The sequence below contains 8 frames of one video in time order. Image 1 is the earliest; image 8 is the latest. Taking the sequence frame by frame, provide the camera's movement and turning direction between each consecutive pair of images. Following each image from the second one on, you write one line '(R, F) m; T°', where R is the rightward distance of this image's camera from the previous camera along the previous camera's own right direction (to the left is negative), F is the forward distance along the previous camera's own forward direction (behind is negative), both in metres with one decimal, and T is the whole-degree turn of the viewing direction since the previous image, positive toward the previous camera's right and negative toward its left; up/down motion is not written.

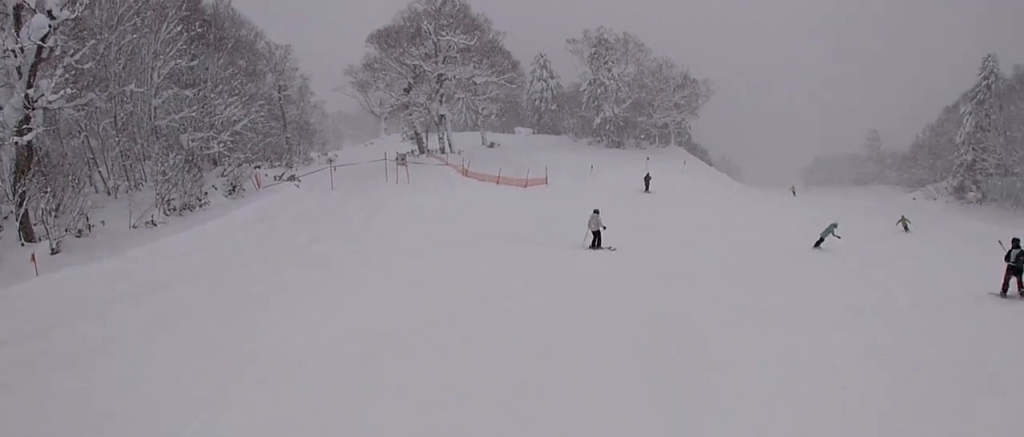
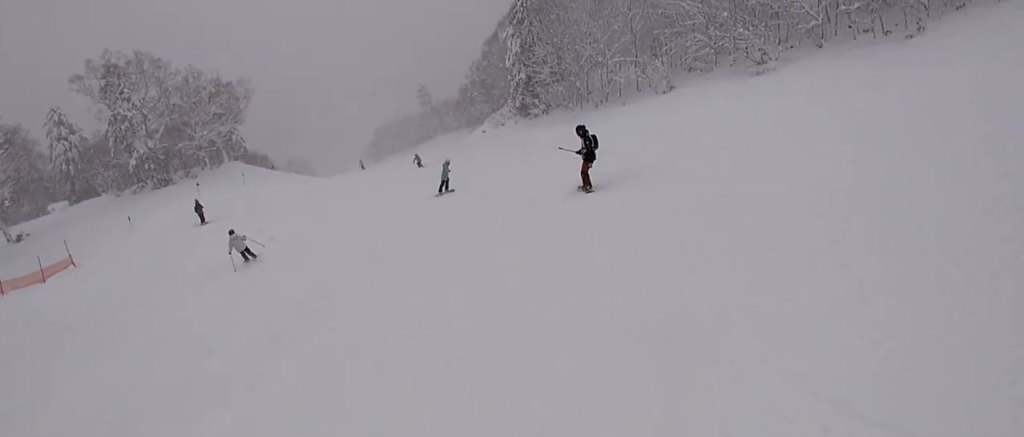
(+1.5, +6.7) m; +22°
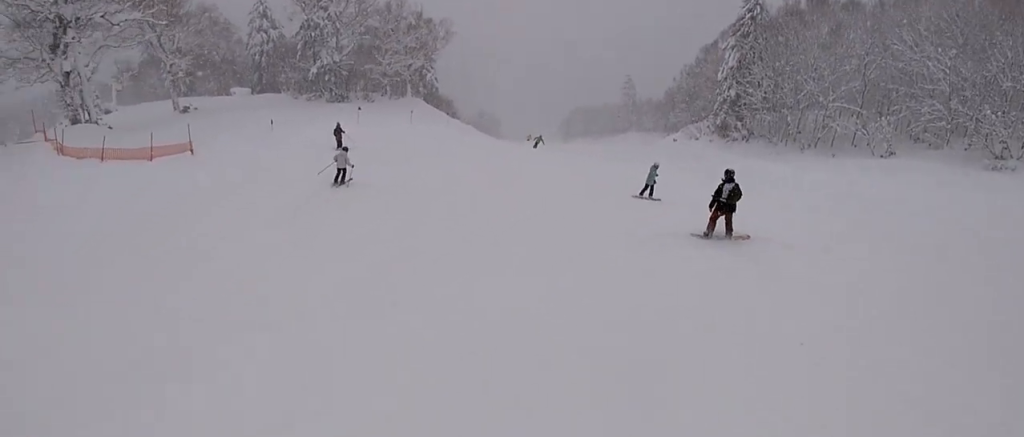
(+0.6, +5.0) m; -7°
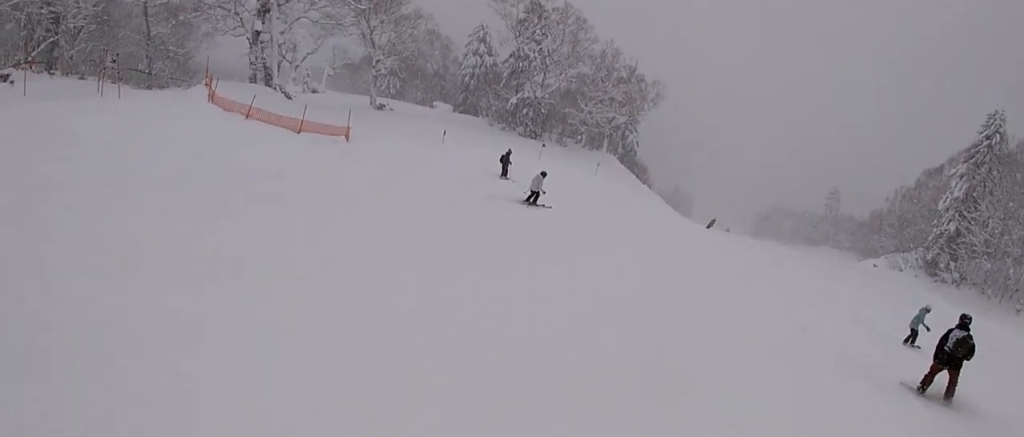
(-0.3, +4.4) m; -22°
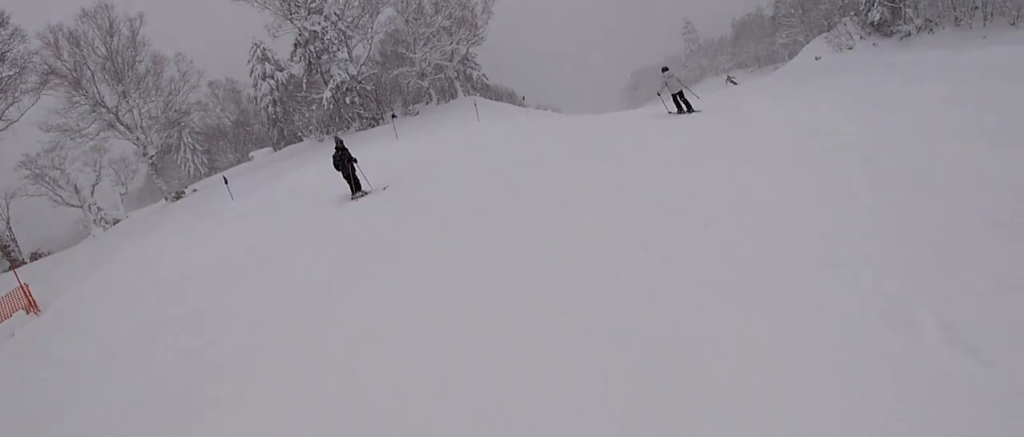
(-0.8, +13.2) m; +23°
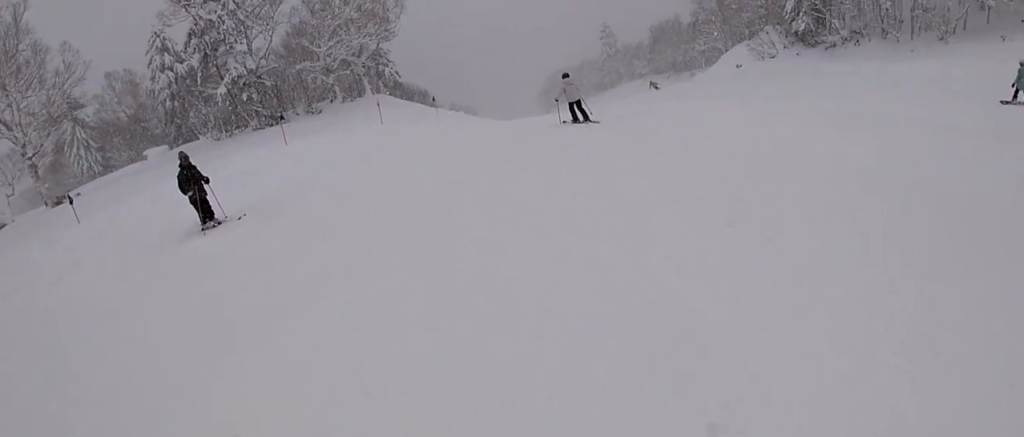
(+0.4, +2.3) m; +8°
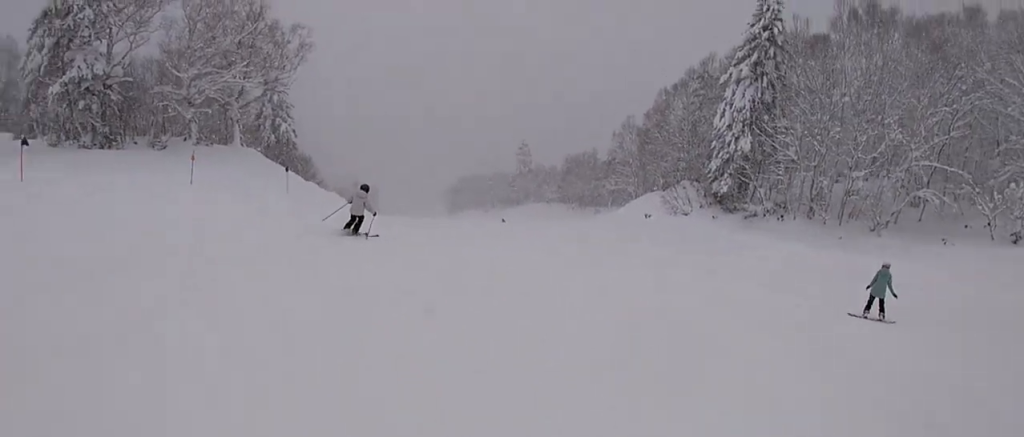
(+0.5, +7.4) m; -10°
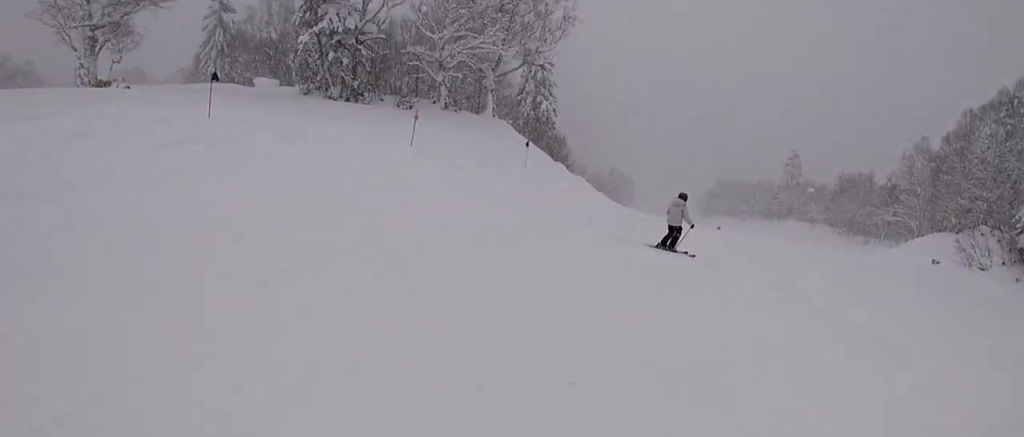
(-1.0, +3.7) m; -13°
